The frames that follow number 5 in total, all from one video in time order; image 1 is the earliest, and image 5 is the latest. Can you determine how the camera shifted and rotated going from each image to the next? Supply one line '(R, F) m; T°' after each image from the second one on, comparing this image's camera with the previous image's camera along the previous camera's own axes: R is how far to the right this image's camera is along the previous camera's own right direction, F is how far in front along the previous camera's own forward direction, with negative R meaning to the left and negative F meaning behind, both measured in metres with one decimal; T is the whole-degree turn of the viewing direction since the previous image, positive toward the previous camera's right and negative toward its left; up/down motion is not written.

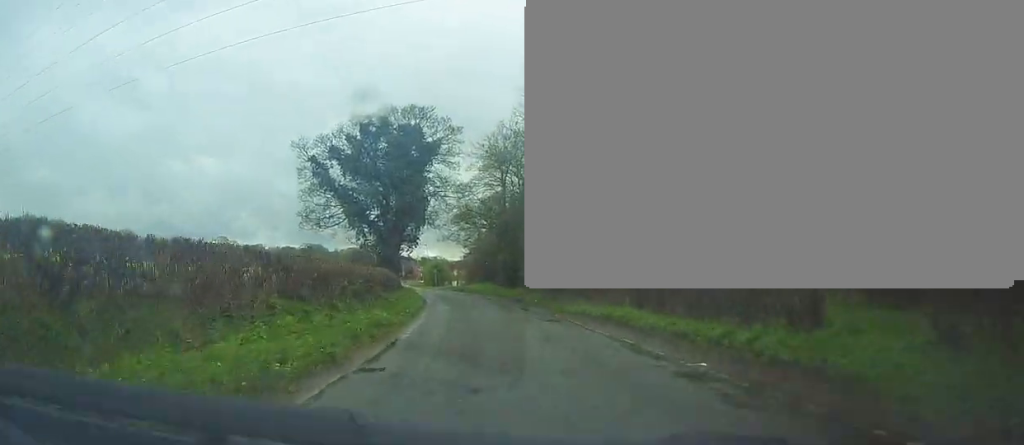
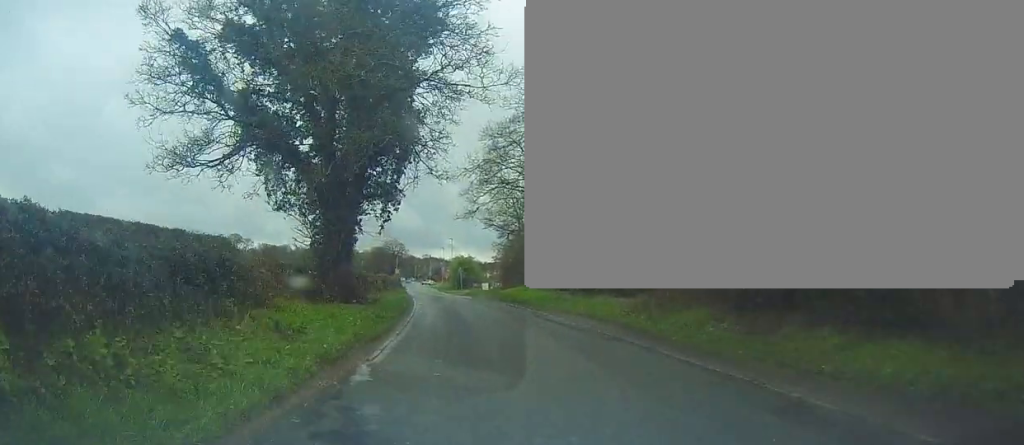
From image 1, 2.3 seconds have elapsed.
(-0.6, +27.6) m; -3°
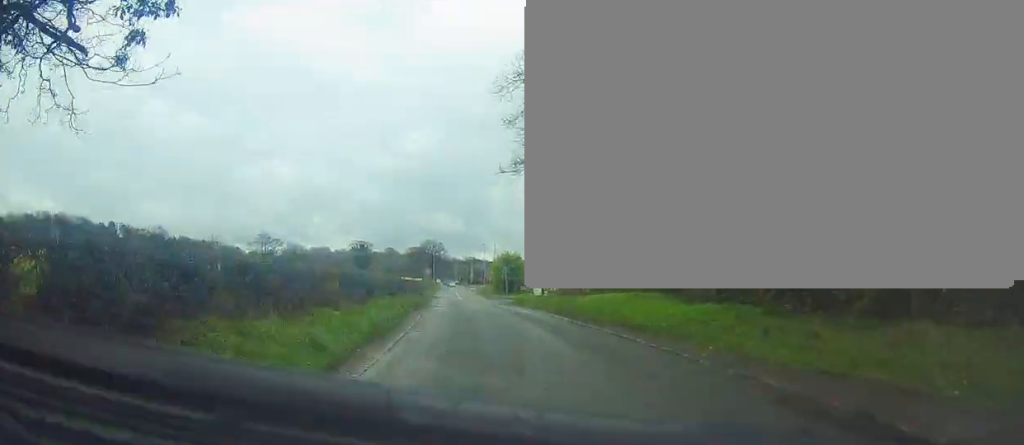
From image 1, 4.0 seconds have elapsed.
(-0.4, +20.7) m; -2°
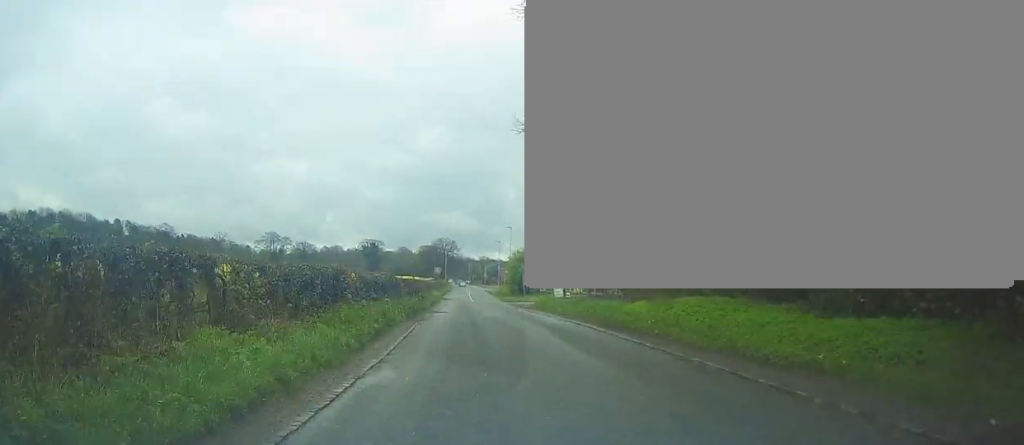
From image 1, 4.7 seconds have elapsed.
(0.0, +7.6) m; -1°
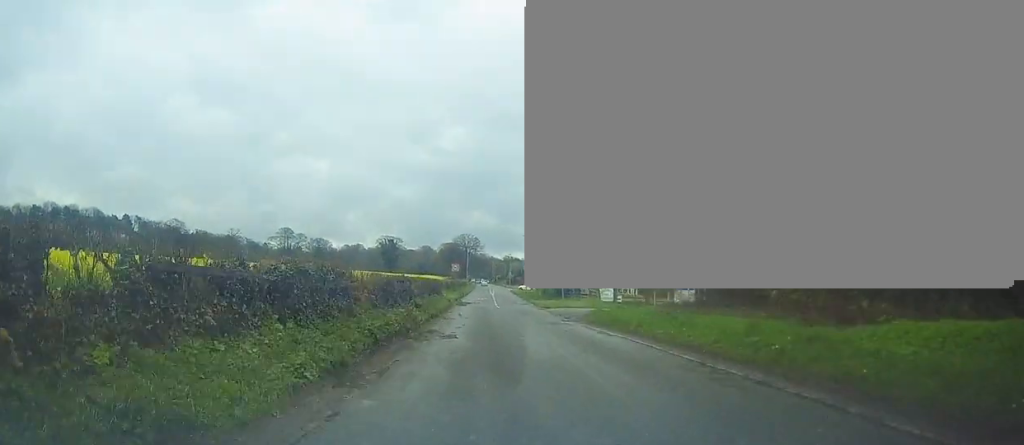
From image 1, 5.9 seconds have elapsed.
(-0.3, +14.0) m; -1°
